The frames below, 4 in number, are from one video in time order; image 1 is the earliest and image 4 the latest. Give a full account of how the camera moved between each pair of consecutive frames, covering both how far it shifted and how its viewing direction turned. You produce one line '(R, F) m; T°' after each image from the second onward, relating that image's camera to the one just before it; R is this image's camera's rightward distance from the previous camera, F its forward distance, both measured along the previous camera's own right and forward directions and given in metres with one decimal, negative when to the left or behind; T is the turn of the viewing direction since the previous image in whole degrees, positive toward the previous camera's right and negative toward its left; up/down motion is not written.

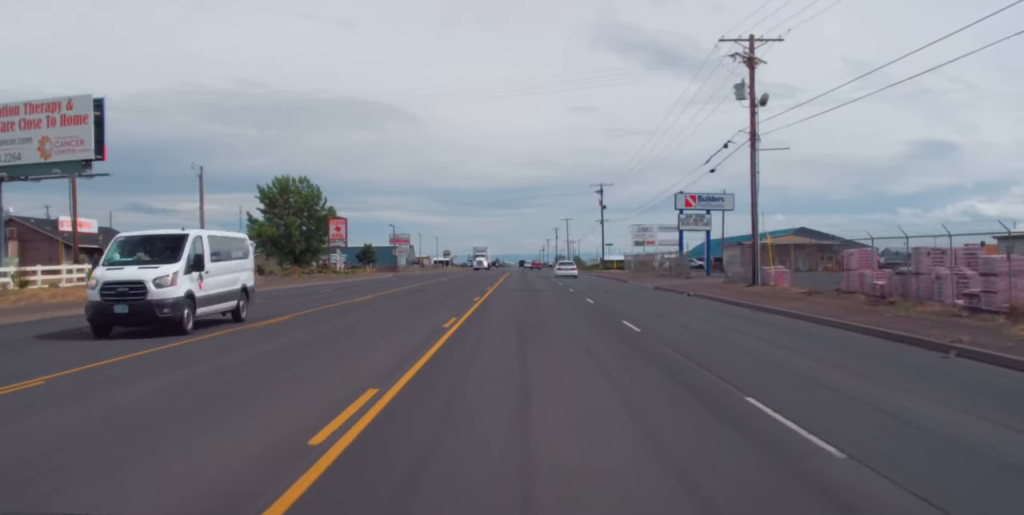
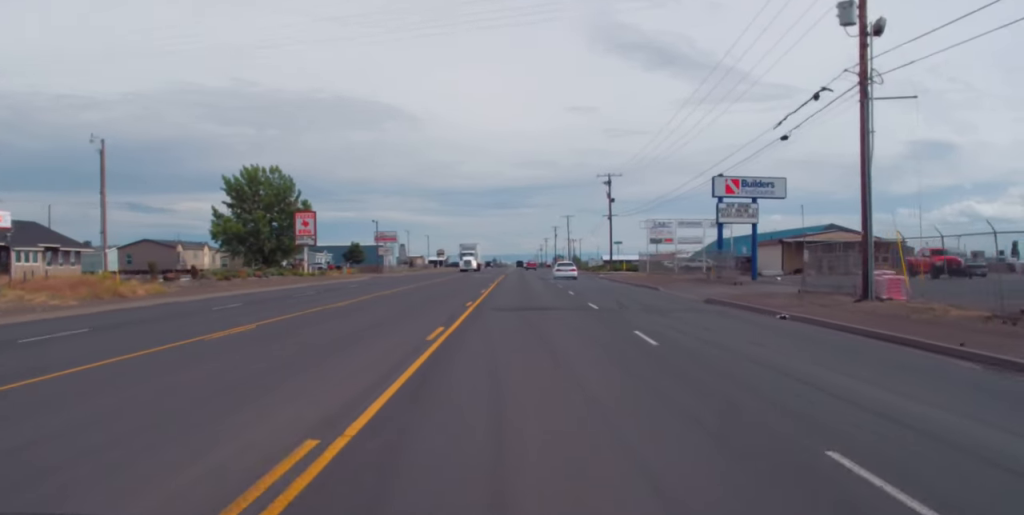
(+0.3, +14.9) m; +1°
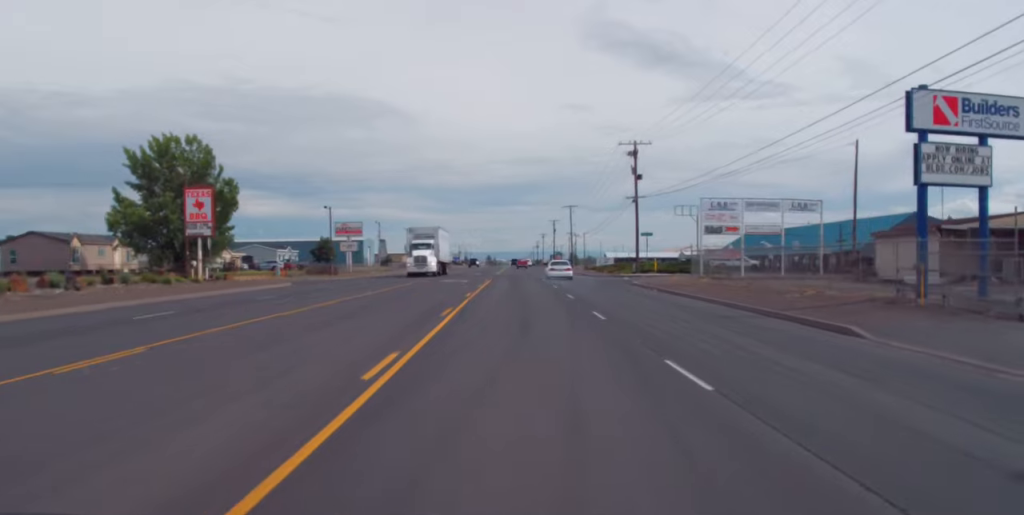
(+0.2, +29.8) m; 0°
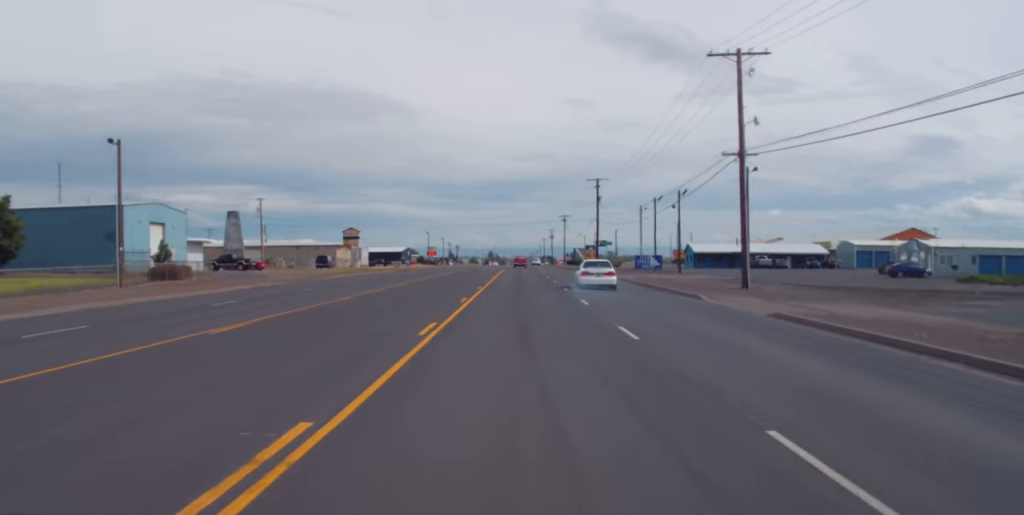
(-0.7, +130.9) m; 0°
